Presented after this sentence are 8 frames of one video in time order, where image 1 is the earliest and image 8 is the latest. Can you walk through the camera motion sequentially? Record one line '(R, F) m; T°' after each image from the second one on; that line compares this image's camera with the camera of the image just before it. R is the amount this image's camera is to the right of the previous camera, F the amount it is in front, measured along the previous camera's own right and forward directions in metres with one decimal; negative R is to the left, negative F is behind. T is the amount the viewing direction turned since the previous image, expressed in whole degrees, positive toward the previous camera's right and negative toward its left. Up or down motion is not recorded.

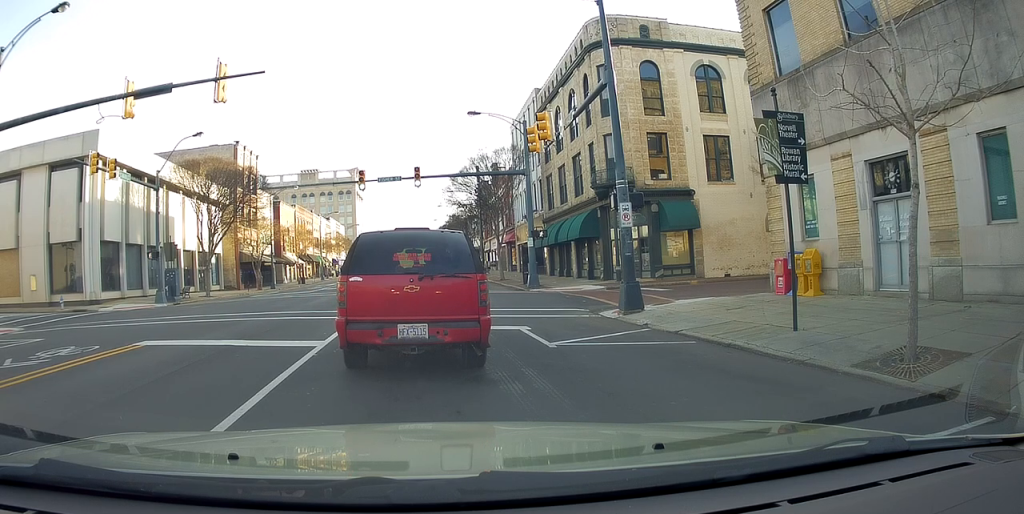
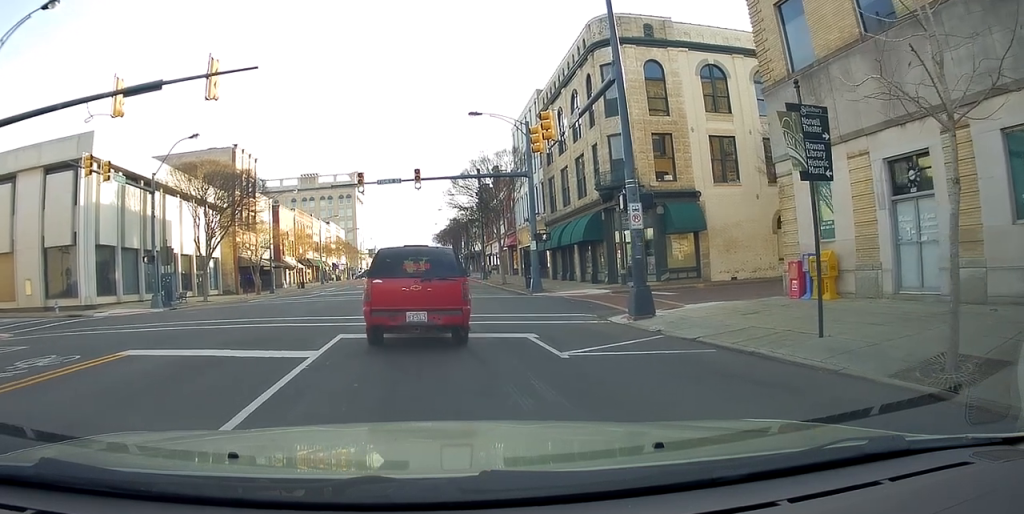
(0.0, 0.0) m; 0°
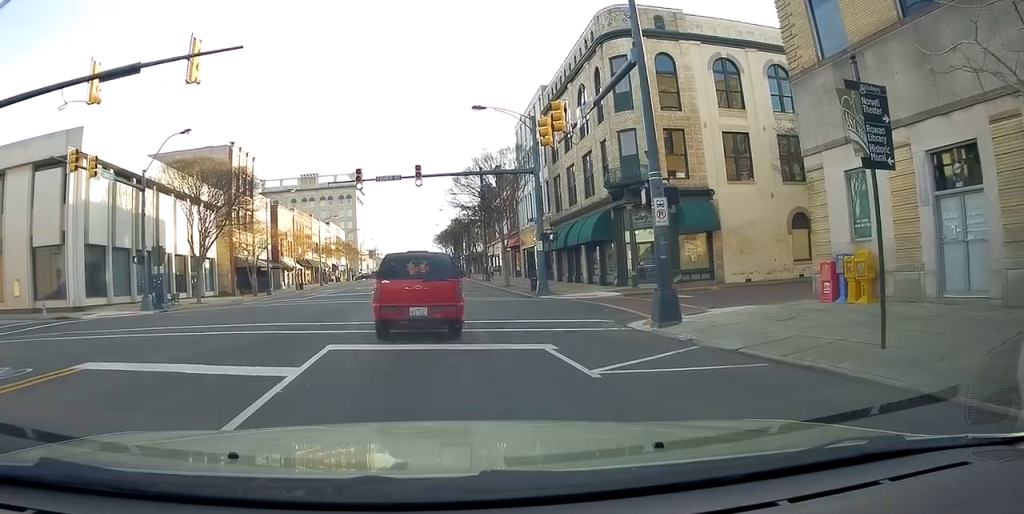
(0.0, 0.0) m; 0°
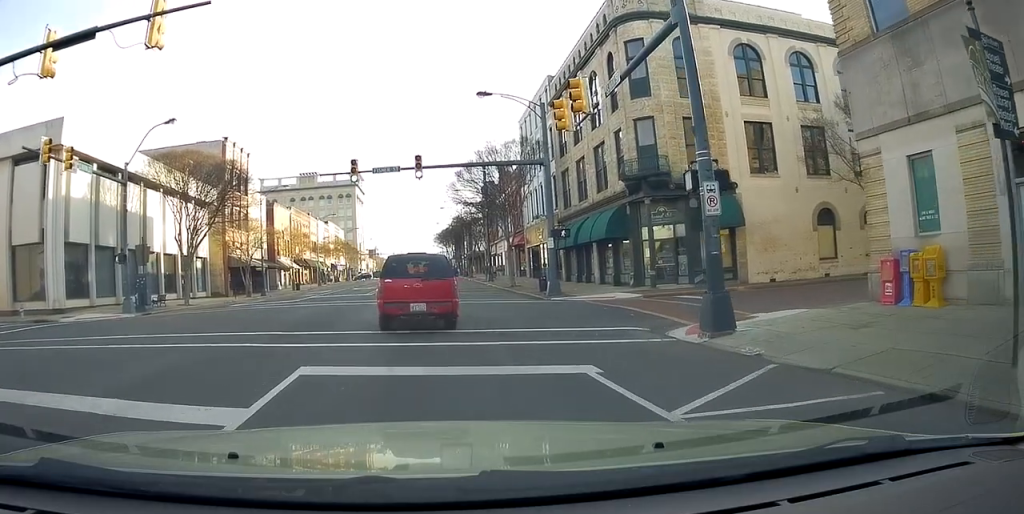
(0.0, +0.5) m; 0°
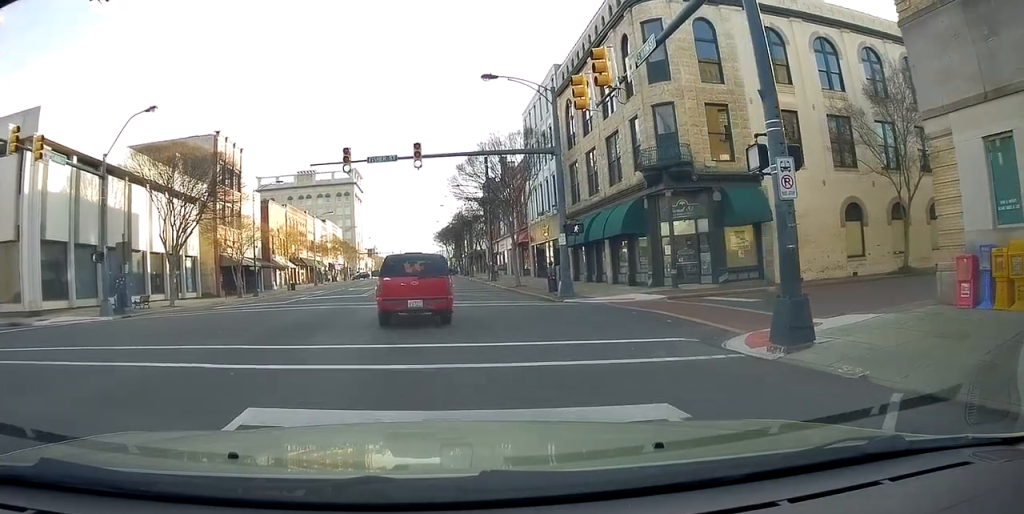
(0.0, +1.0) m; -1°
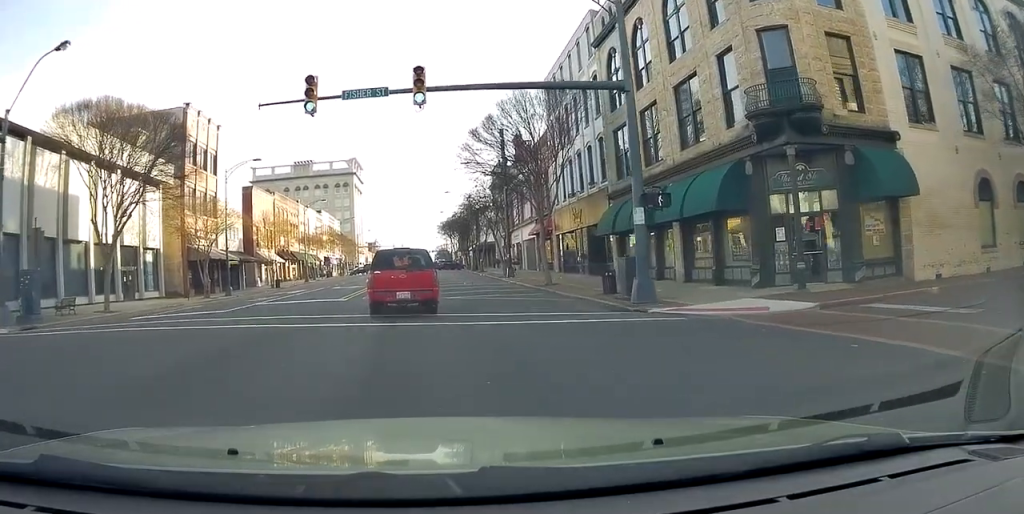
(-0.3, +7.6) m; -4°
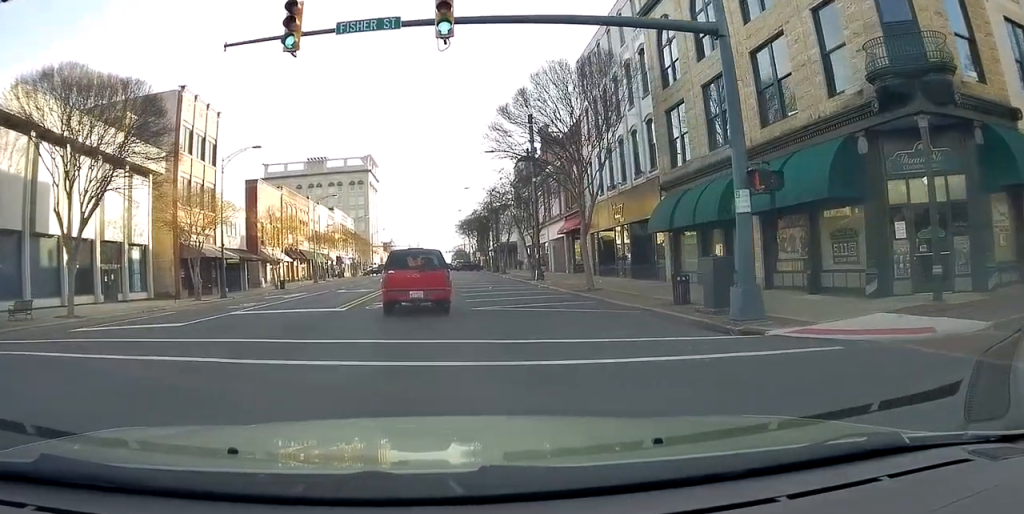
(-0.2, +4.8) m; -1°
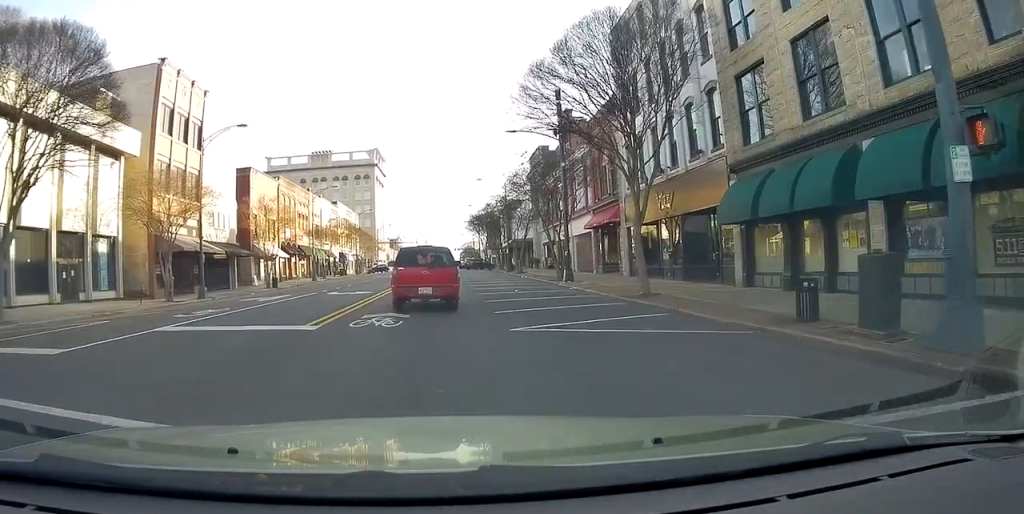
(+0.2, +5.8) m; -1°
